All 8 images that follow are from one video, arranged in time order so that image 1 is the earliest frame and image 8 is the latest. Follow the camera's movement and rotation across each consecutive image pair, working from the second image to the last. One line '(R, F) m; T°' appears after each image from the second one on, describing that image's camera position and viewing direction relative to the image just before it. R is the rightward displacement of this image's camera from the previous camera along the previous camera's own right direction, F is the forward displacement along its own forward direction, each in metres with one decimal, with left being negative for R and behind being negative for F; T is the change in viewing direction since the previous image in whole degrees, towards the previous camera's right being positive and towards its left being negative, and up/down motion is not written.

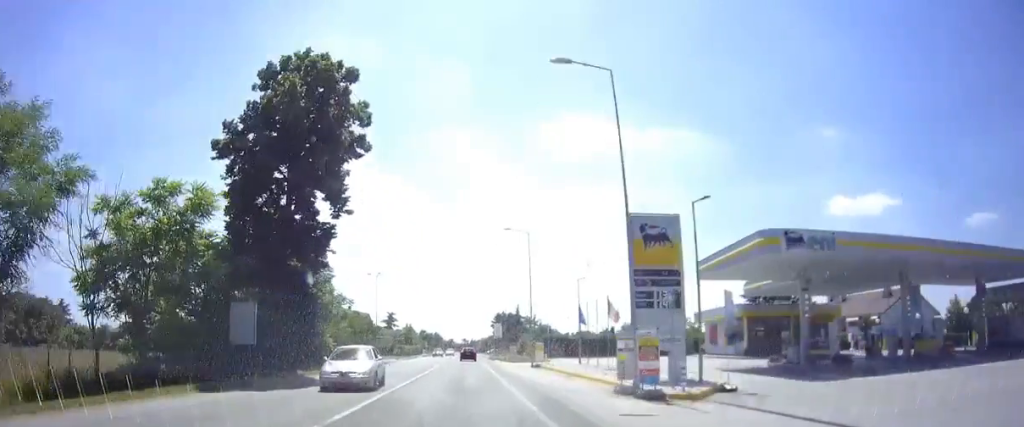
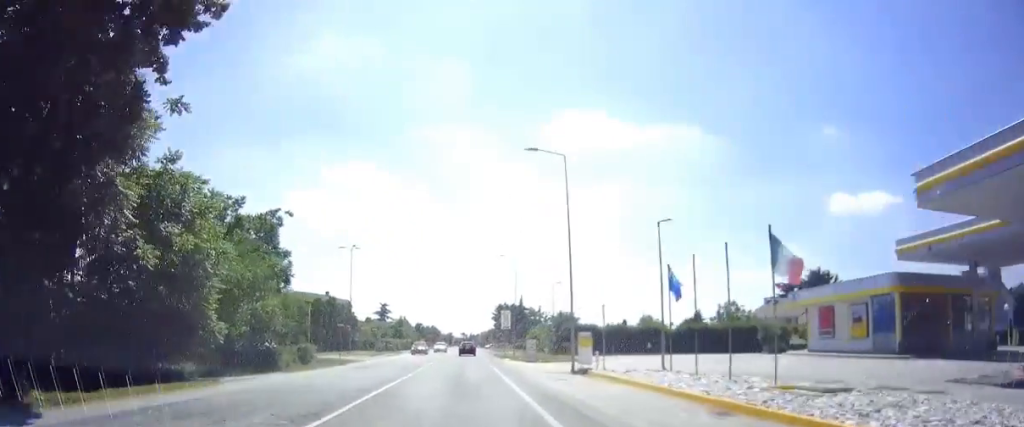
(-0.3, +18.0) m; -1°
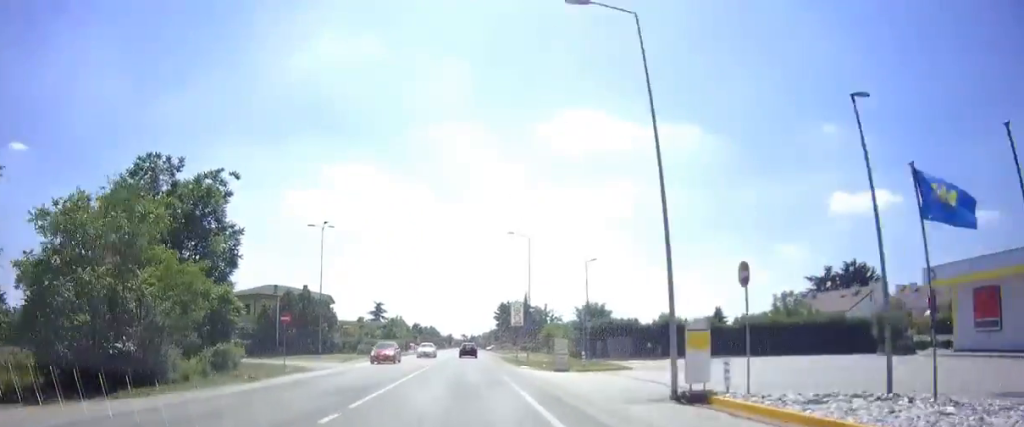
(0.0, +13.2) m; 0°
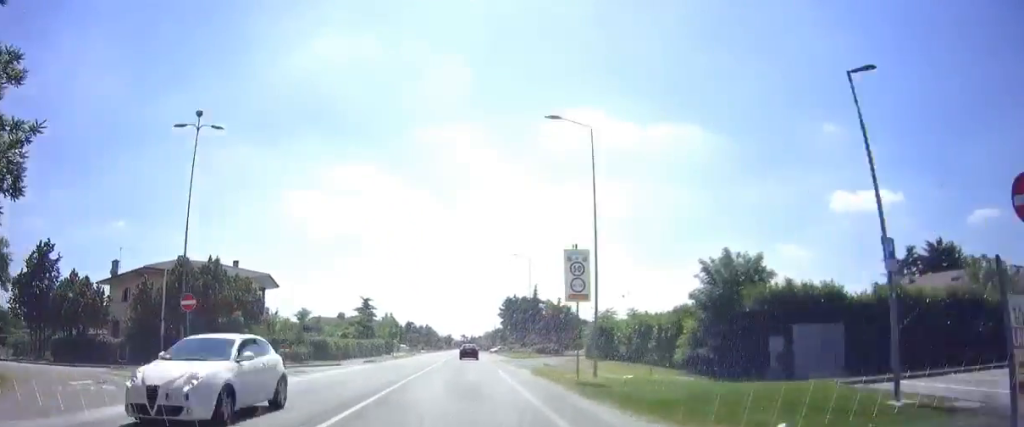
(+0.4, +26.0) m; +1°
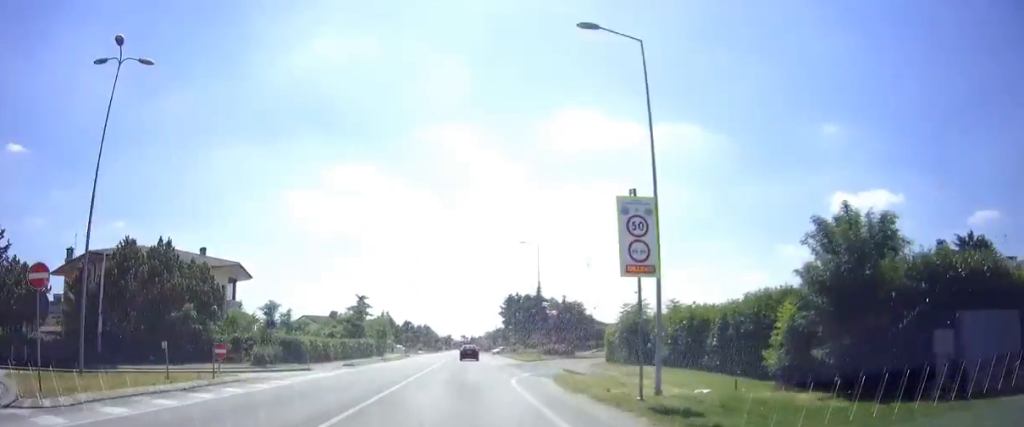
(+0.1, +7.6) m; 0°
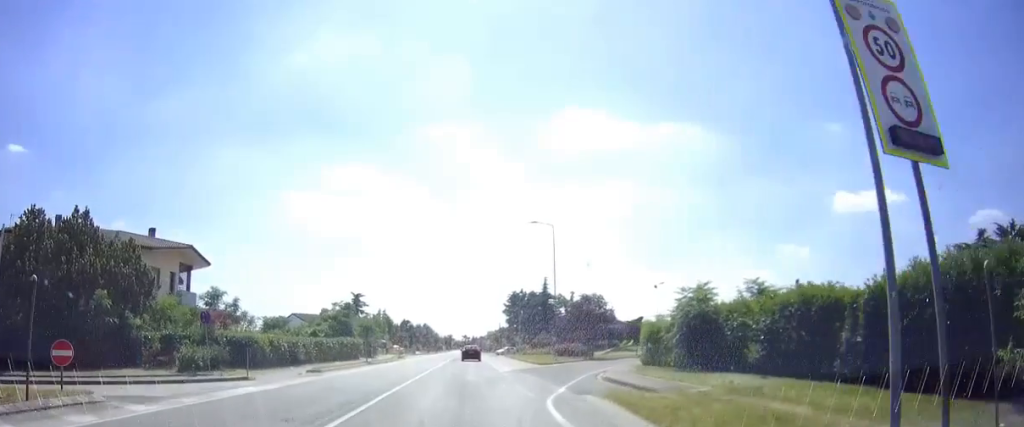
(-0.1, +9.1) m; -1°
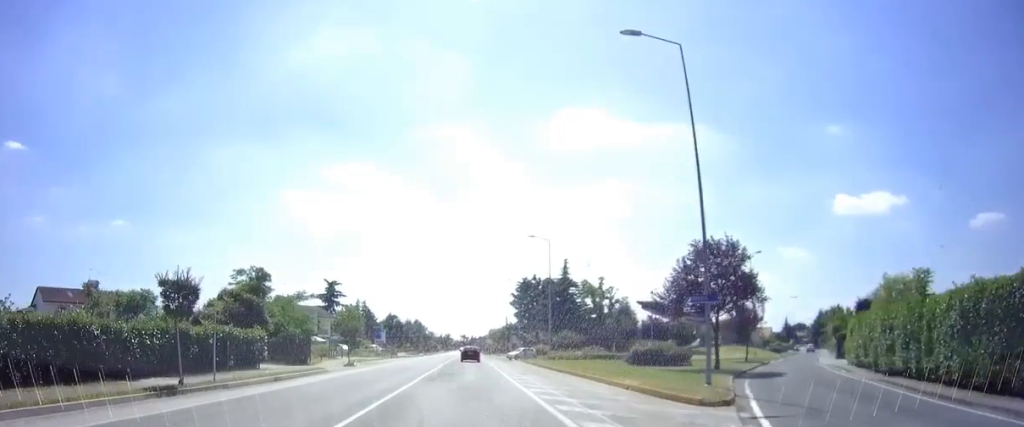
(-0.5, +29.6) m; -1°
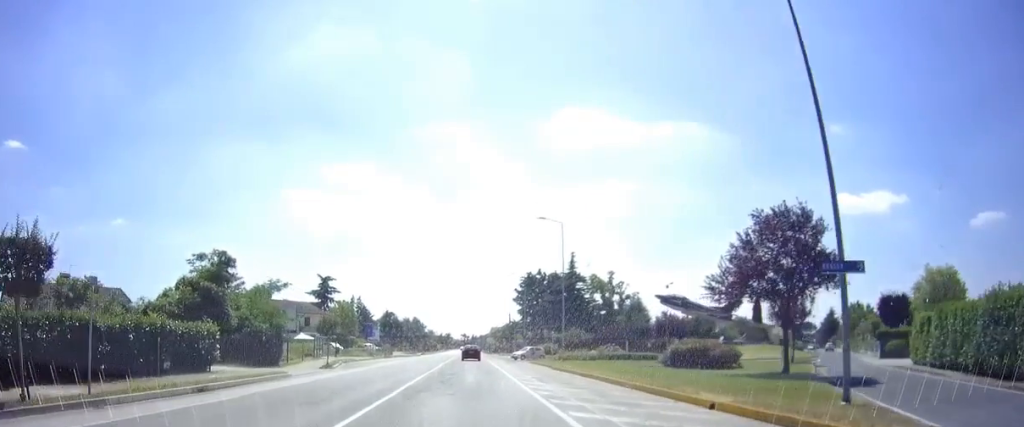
(-0.1, +6.6) m; +1°
